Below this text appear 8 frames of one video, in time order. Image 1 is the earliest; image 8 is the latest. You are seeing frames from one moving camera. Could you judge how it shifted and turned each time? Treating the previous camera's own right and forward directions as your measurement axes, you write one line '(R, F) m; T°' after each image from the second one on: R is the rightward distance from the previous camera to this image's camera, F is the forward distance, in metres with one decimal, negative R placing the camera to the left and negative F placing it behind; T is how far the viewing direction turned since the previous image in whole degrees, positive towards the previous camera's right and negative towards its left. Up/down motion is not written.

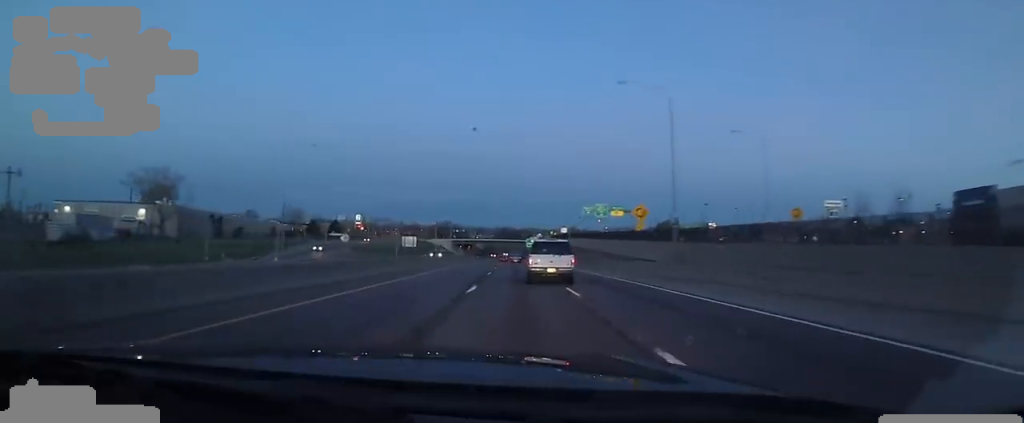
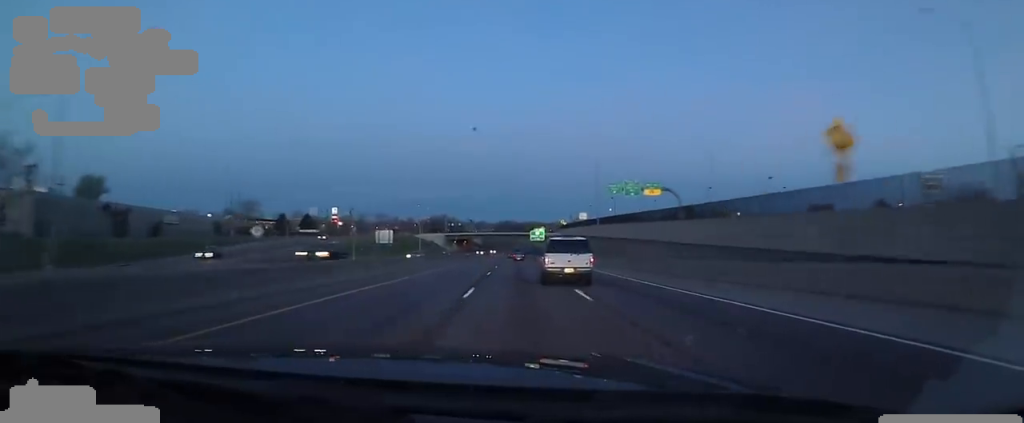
(+0.5, +26.8) m; +2°
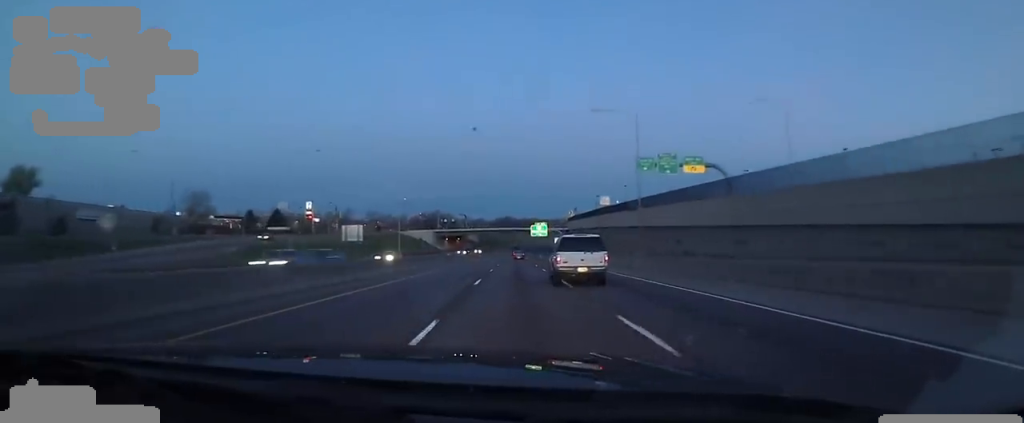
(+0.4, +19.1) m; 0°
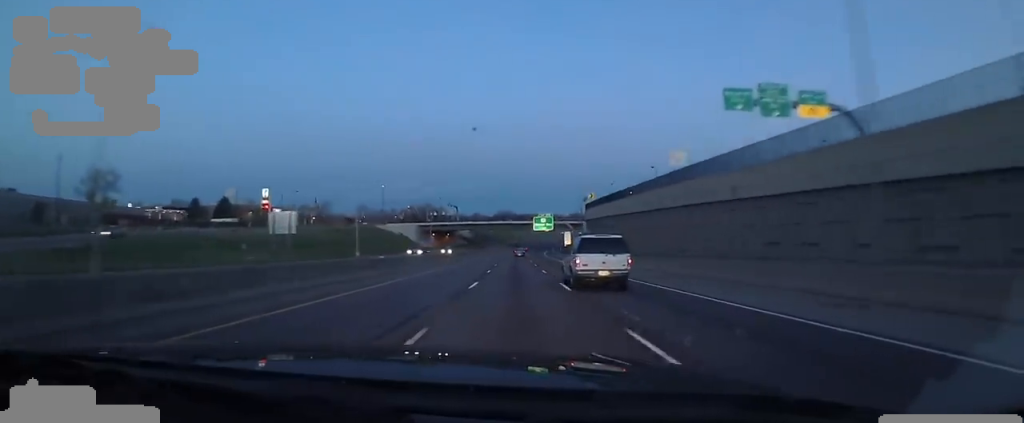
(-0.5, +25.1) m; 0°
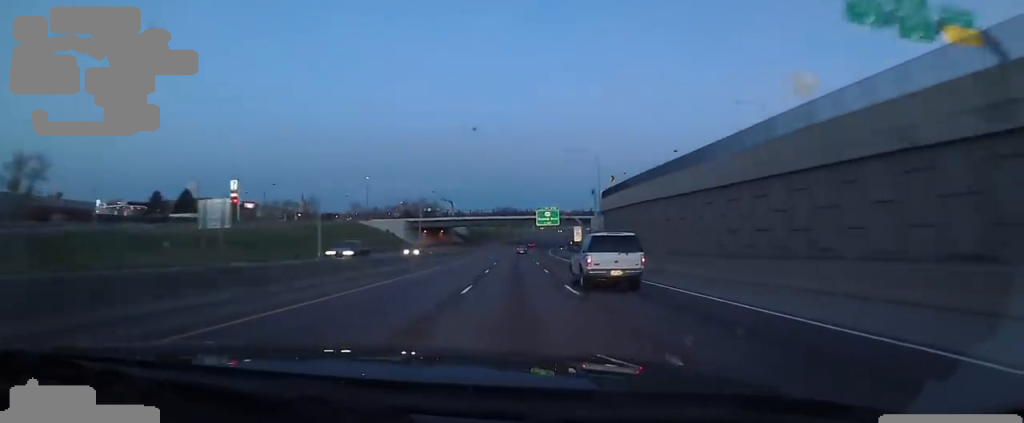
(-0.2, +13.9) m; 0°
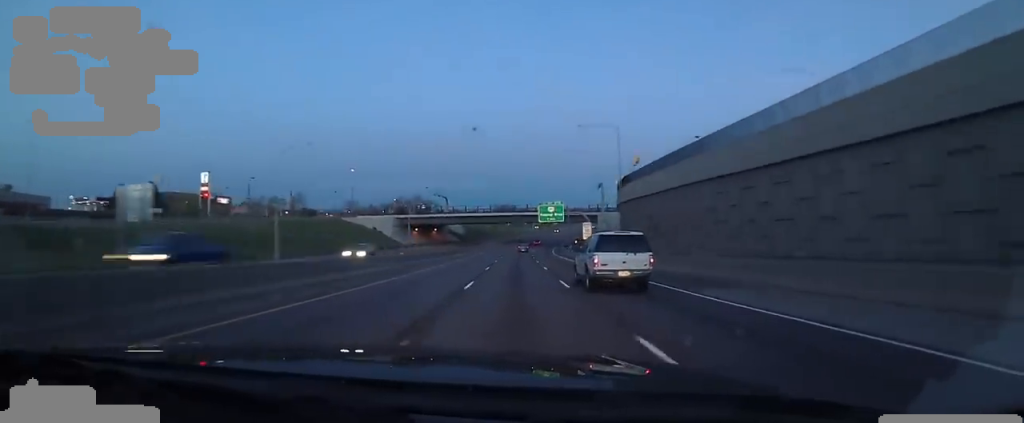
(+0.6, +10.5) m; 0°
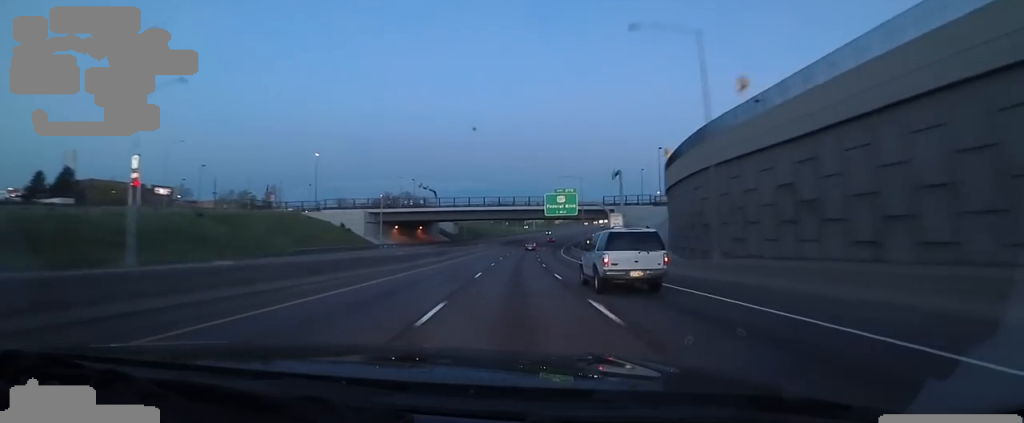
(+0.1, +19.5) m; 0°
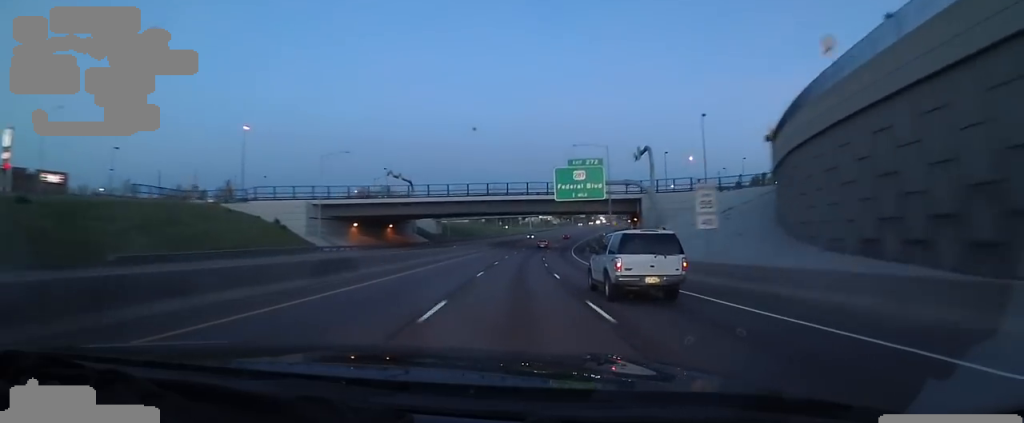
(-0.7, +23.5) m; +1°
